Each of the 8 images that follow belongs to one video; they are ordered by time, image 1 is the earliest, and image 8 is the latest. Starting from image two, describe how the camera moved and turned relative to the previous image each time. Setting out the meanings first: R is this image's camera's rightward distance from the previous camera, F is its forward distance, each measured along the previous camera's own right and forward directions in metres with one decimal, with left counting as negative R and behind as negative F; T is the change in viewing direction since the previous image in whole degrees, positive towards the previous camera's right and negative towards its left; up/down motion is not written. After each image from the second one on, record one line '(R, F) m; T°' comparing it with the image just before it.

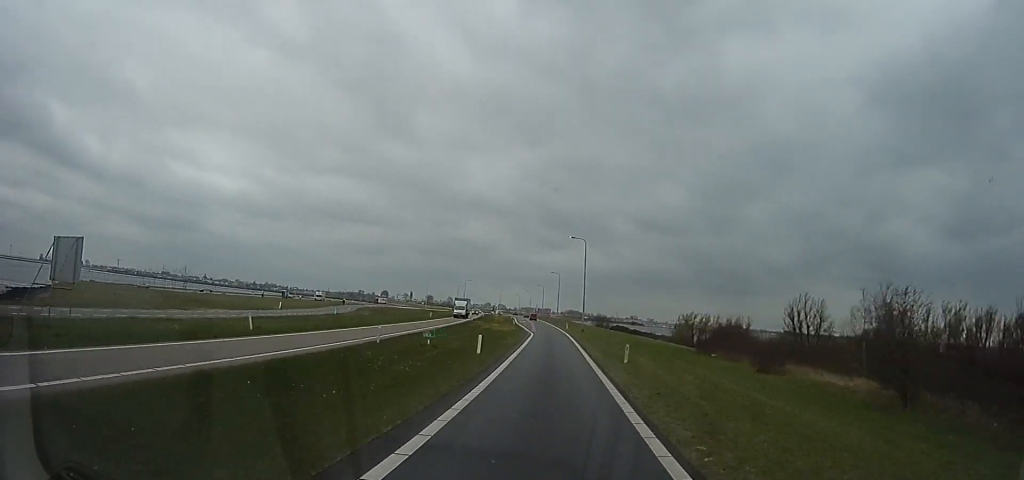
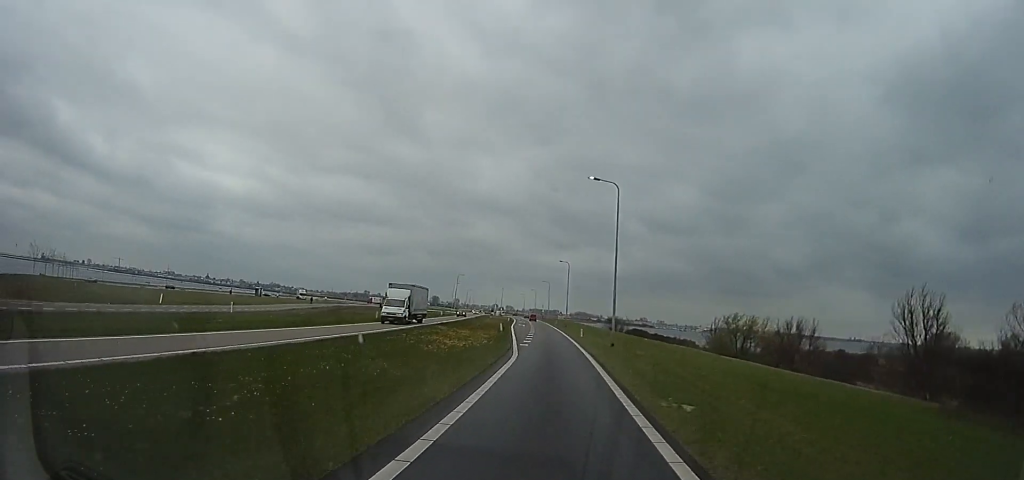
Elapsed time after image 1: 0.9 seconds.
(+0.1, +24.2) m; 0°
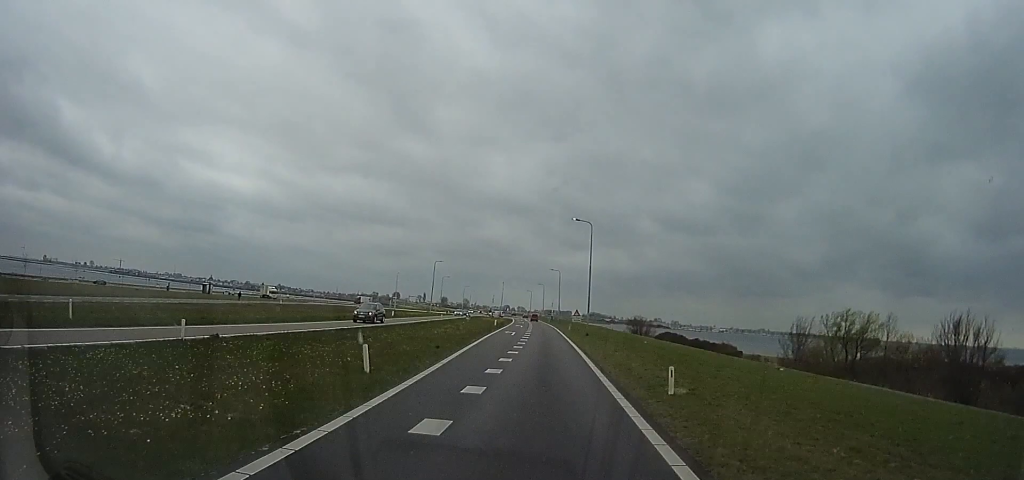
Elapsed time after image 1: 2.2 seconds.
(-0.8, +34.4) m; -3°
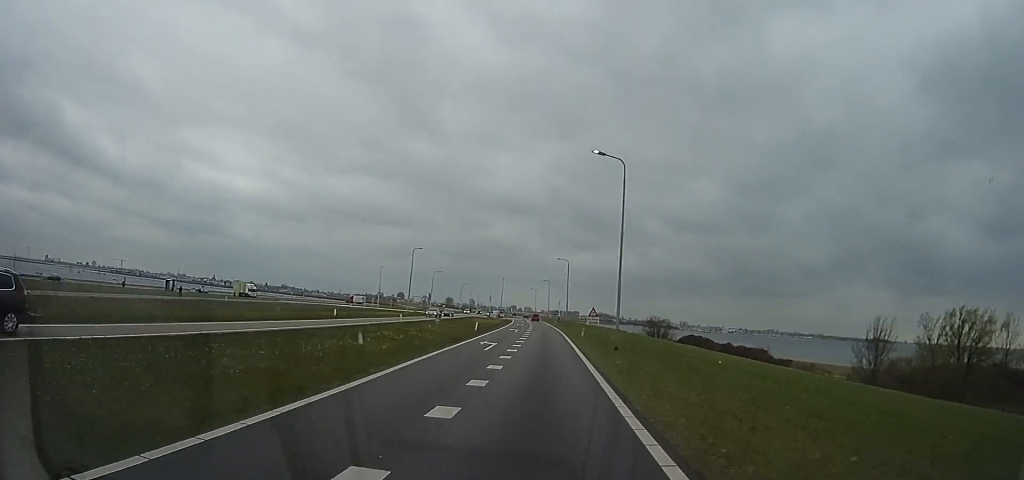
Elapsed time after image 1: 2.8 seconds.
(-0.4, +18.7) m; -1°
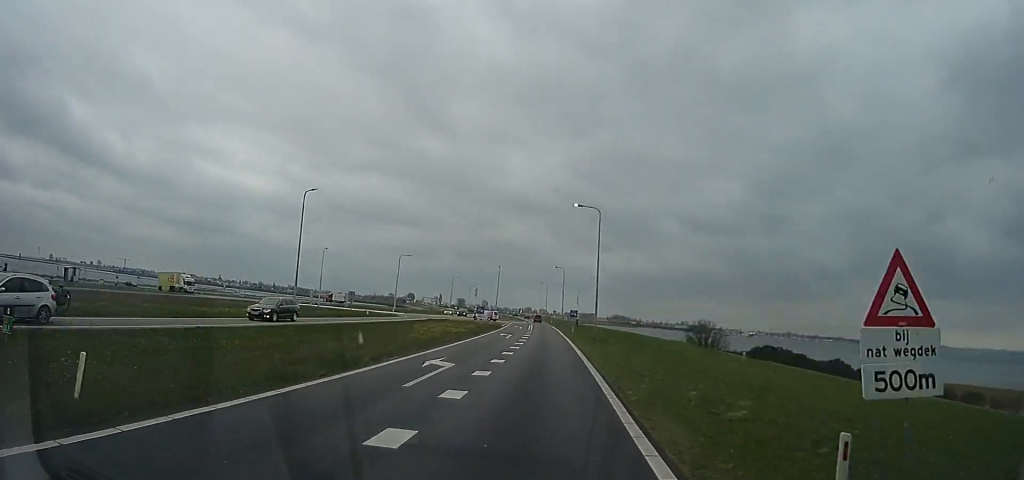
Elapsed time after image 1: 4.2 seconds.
(-0.4, +37.9) m; -1°
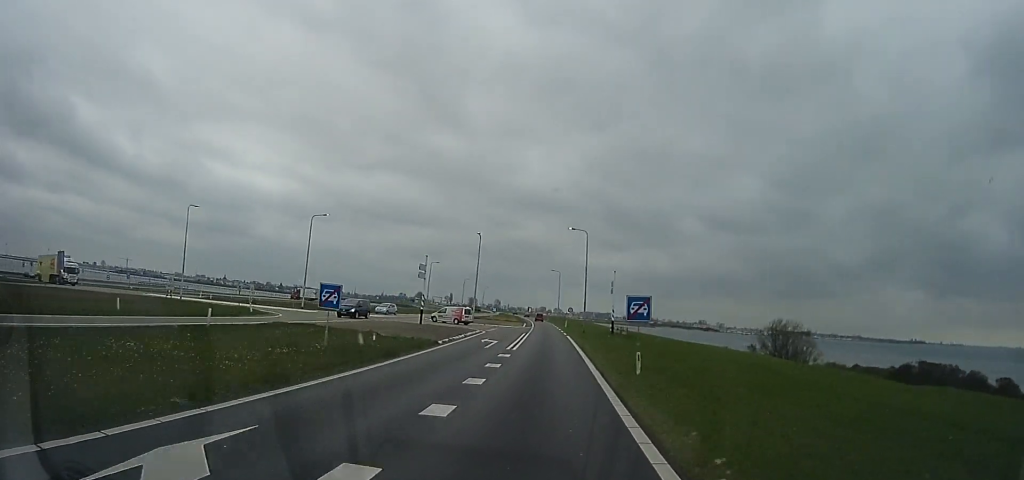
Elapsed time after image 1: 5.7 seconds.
(-0.2, +38.0) m; 0°
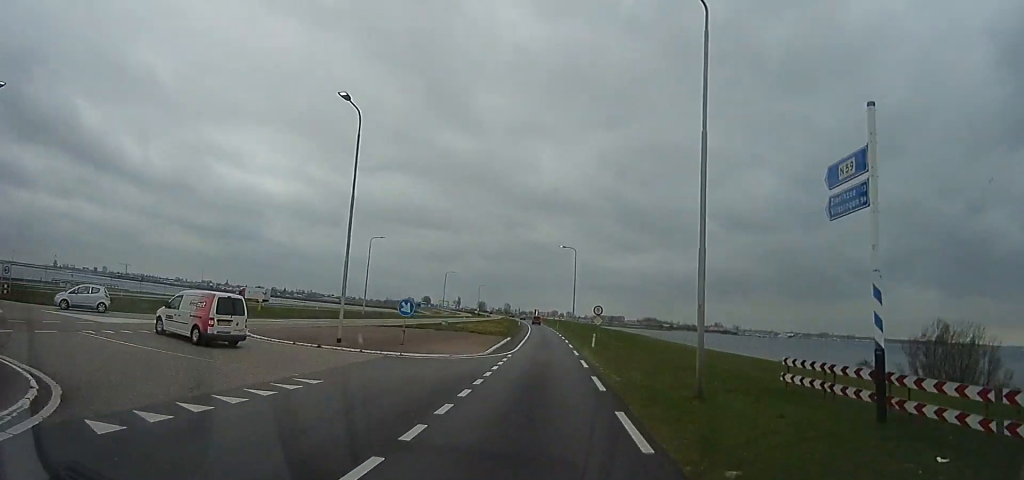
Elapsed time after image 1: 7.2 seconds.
(0.0, +38.9) m; -2°
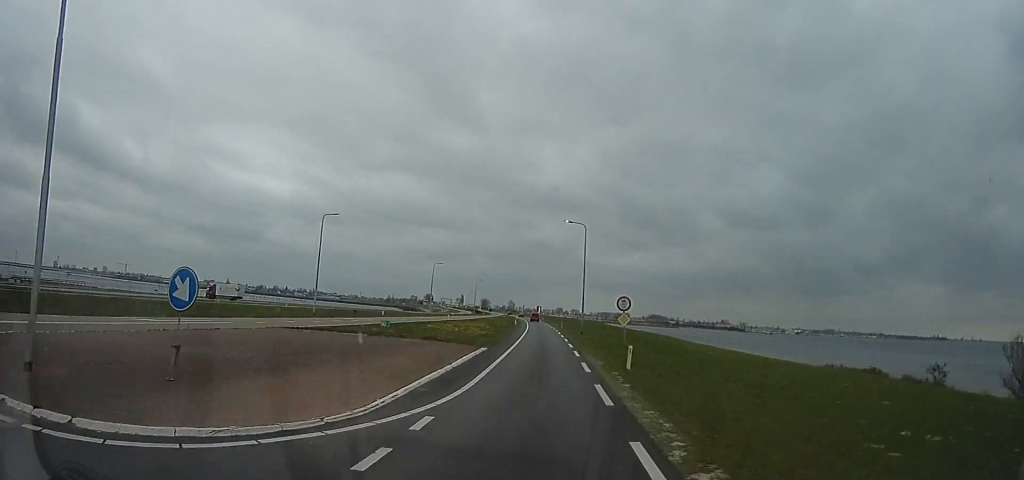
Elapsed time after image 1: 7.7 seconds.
(-0.1, +14.9) m; -2°
